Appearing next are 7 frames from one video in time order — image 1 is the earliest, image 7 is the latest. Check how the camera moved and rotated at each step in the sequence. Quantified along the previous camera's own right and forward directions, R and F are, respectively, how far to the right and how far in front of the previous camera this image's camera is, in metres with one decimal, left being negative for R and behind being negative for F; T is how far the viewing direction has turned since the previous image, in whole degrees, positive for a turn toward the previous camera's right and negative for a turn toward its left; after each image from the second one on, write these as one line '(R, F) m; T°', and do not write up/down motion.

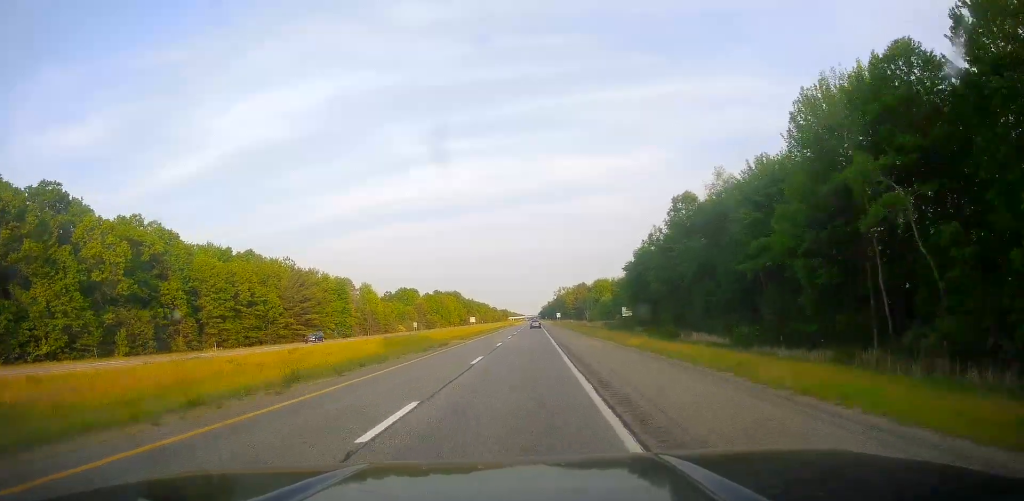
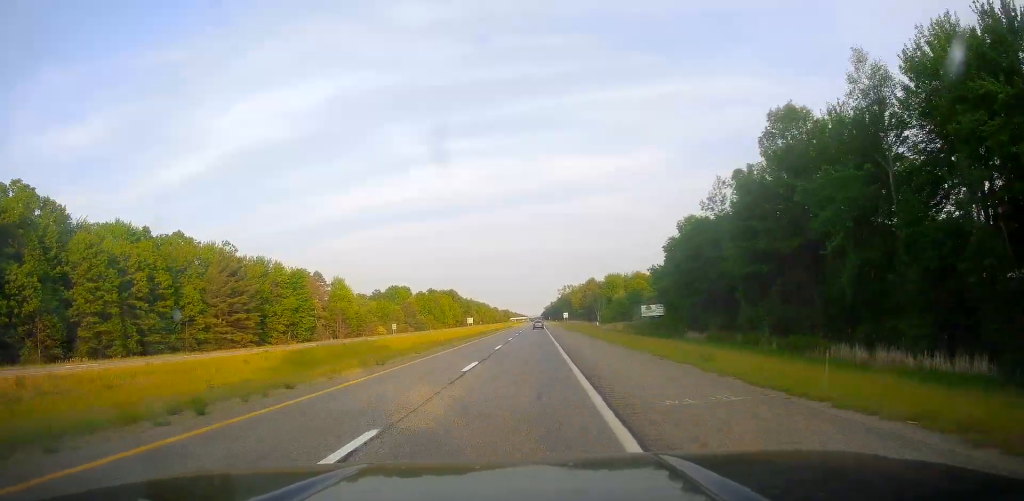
(-0.1, +33.6) m; -1°
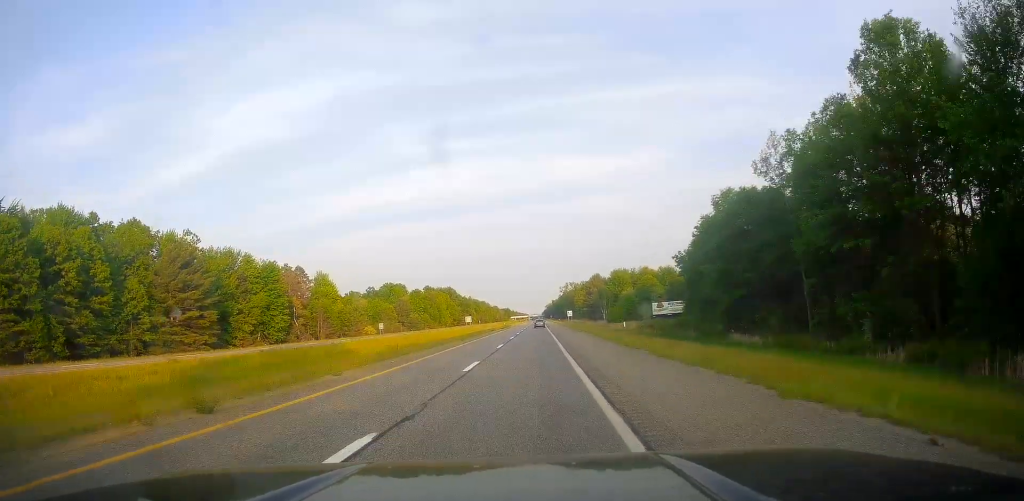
(-0.1, +15.6) m; 0°
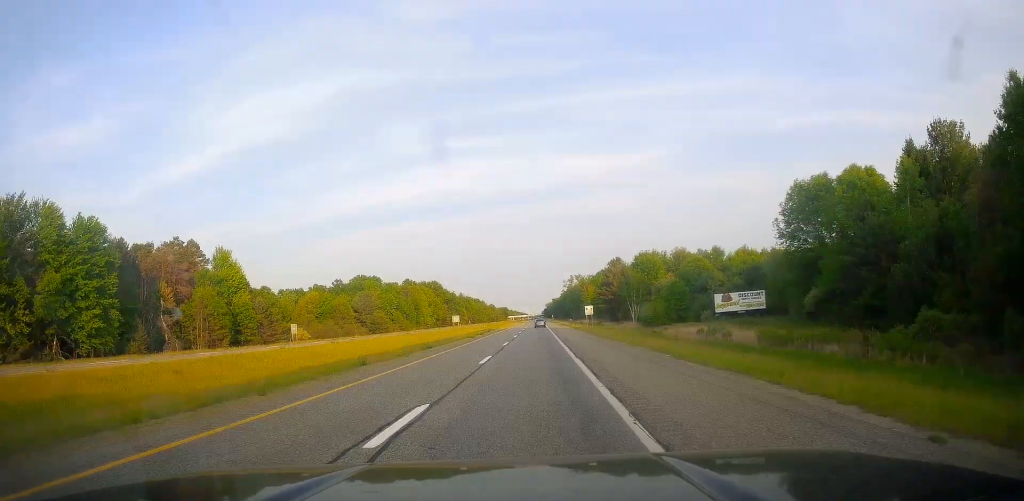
(-0.5, +57.4) m; -1°
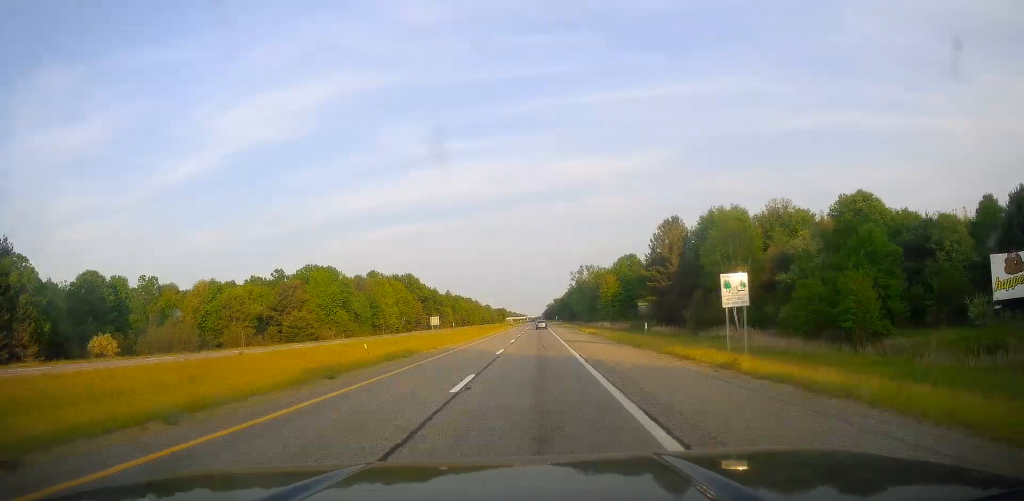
(+0.9, +69.4) m; +2°
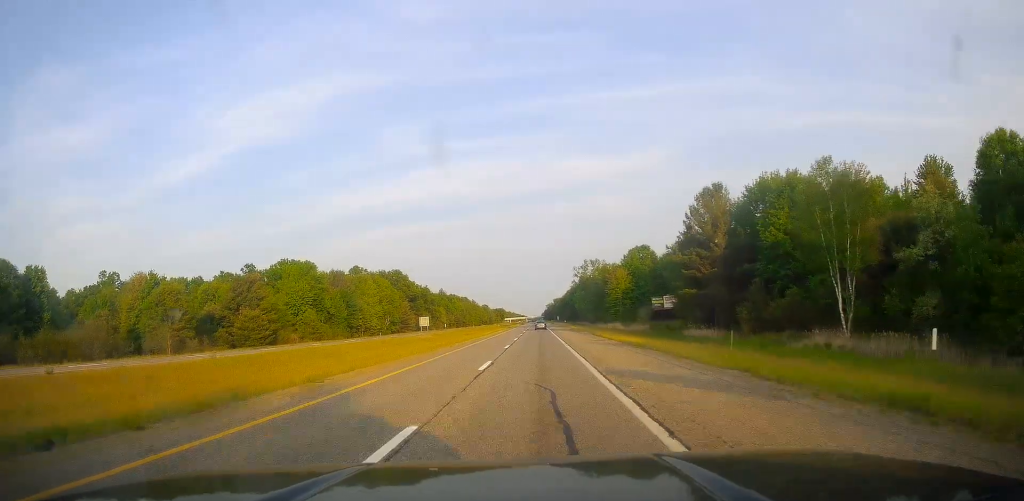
(+0.6, +23.9) m; 0°
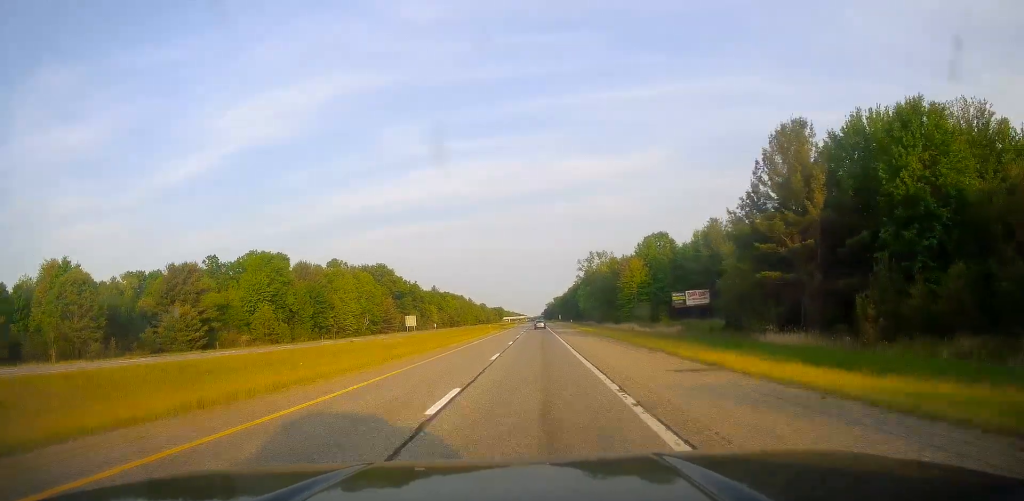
(-0.6, +25.1) m; -1°
